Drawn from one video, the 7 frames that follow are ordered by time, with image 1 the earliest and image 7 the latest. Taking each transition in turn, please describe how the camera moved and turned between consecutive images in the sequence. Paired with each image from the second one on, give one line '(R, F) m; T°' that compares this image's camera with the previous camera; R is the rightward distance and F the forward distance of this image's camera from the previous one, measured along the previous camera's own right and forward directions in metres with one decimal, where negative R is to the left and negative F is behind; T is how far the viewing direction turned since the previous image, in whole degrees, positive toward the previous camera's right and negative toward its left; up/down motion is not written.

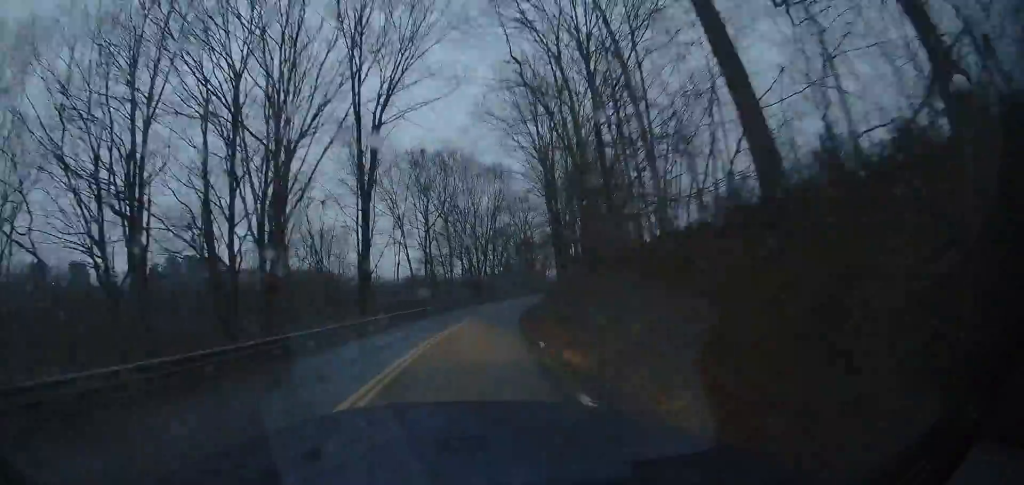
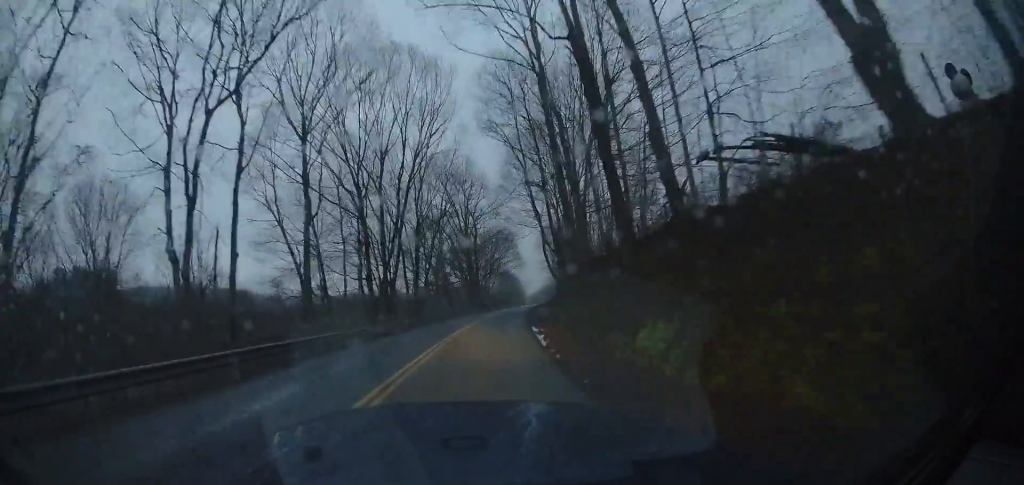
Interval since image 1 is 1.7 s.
(+1.5, +25.8) m; +8°
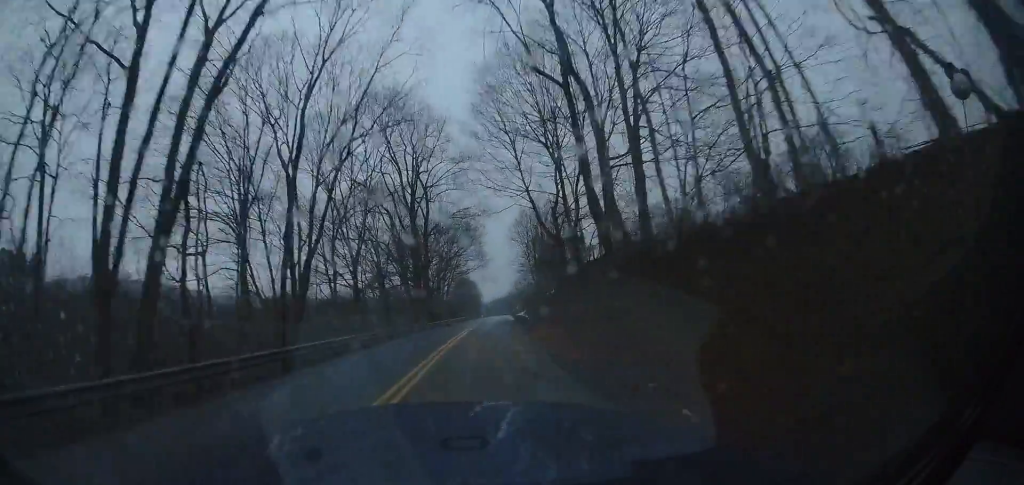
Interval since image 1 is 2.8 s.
(+1.1, +17.3) m; +9°
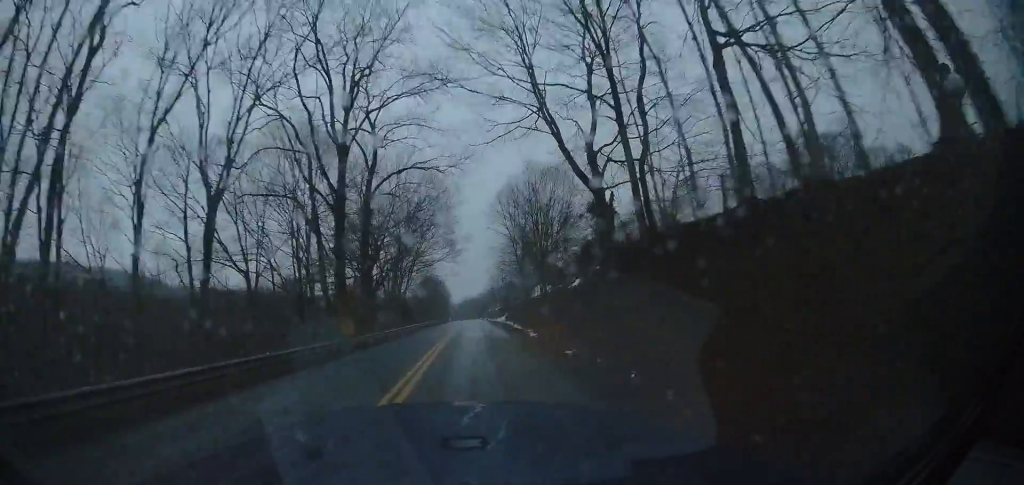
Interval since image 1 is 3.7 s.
(+0.5, +13.6) m; +15°
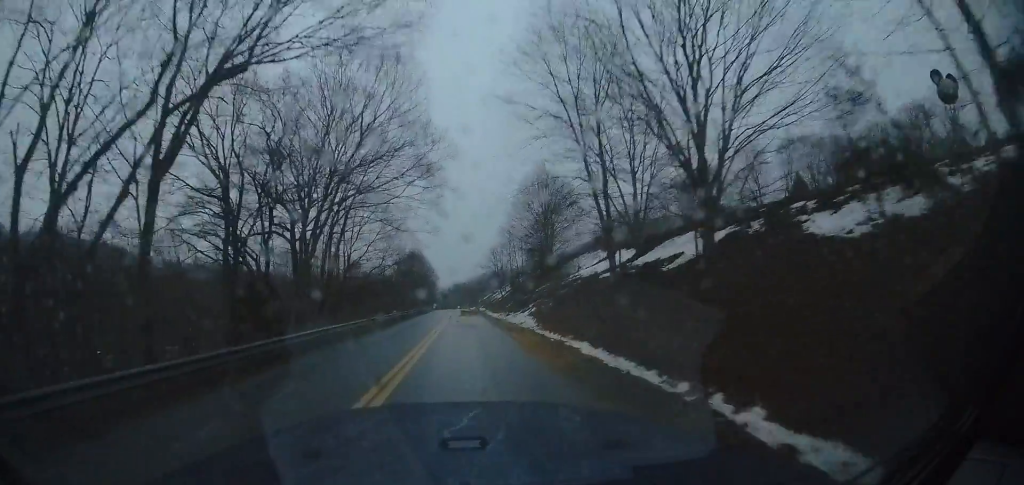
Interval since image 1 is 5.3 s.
(+3.3, +24.5) m; -1°
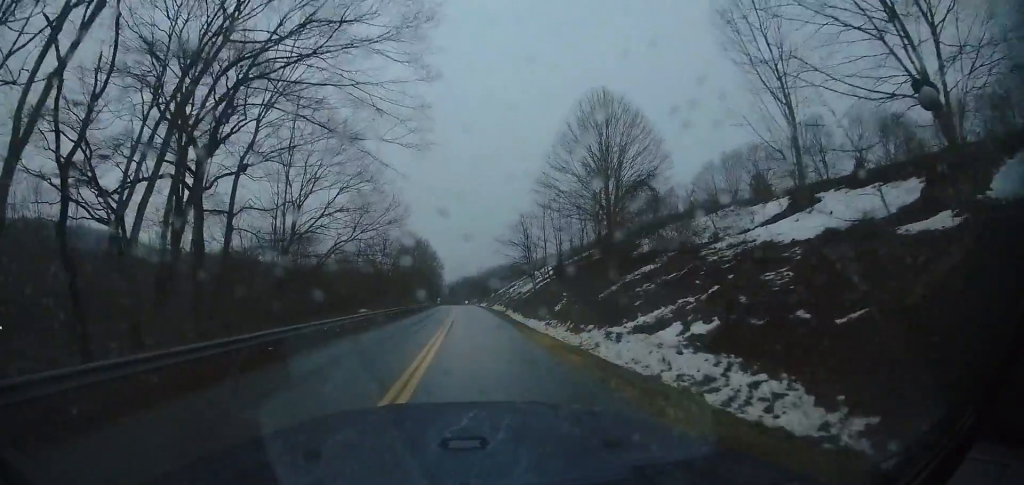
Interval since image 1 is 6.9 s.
(-2.0, +20.0) m; -7°
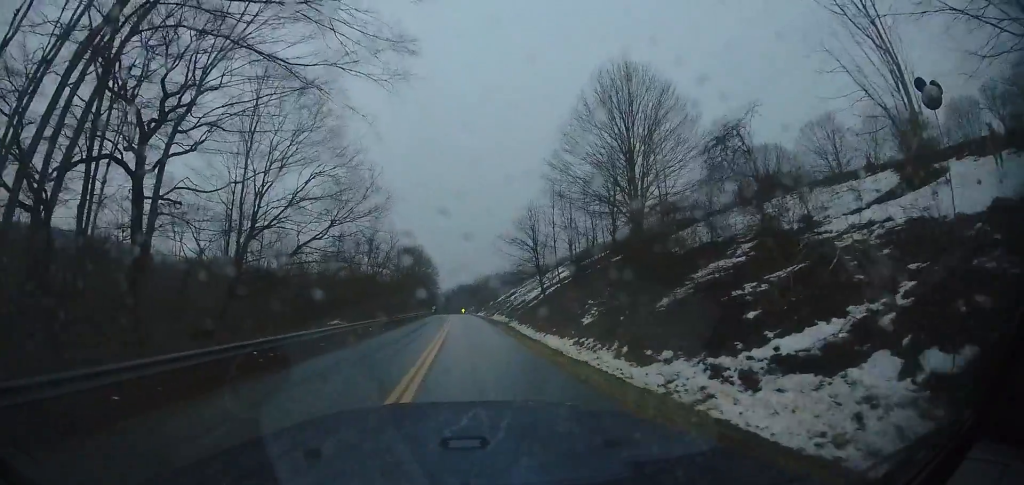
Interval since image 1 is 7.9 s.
(0.0, +9.0) m; +1°
